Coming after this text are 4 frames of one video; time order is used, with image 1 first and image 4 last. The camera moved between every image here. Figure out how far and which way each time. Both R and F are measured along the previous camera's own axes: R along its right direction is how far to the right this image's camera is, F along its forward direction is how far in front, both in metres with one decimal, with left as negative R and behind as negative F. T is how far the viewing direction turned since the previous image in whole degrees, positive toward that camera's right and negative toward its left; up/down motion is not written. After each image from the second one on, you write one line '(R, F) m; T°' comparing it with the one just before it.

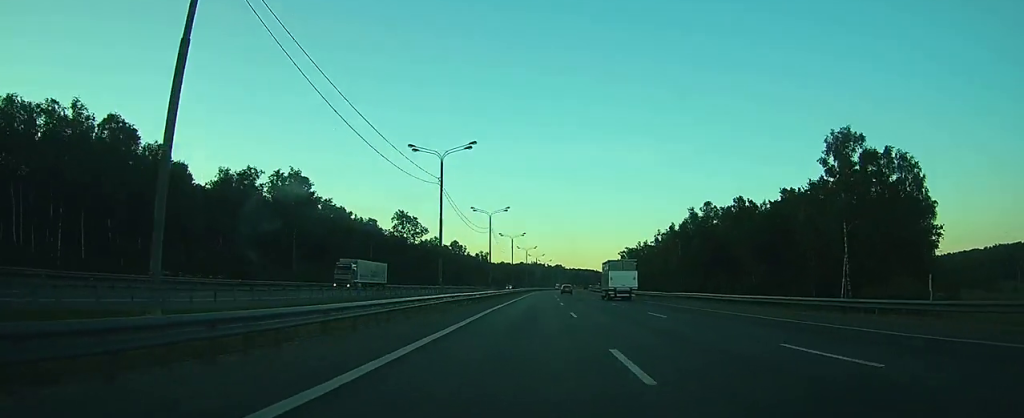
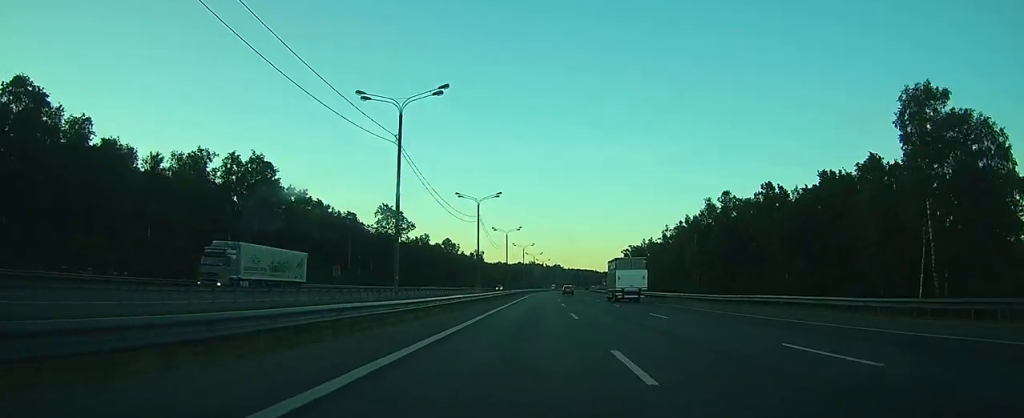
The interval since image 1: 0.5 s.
(0.0, +15.6) m; 0°
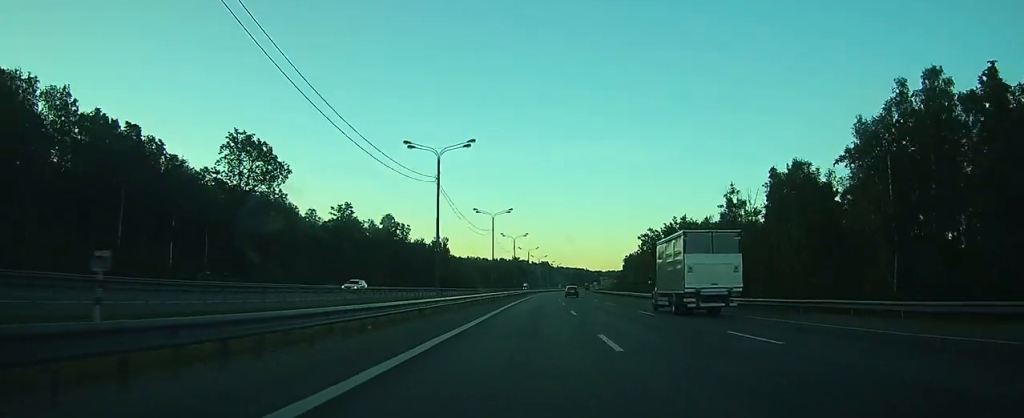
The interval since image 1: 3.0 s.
(+0.8, +74.1) m; +2°
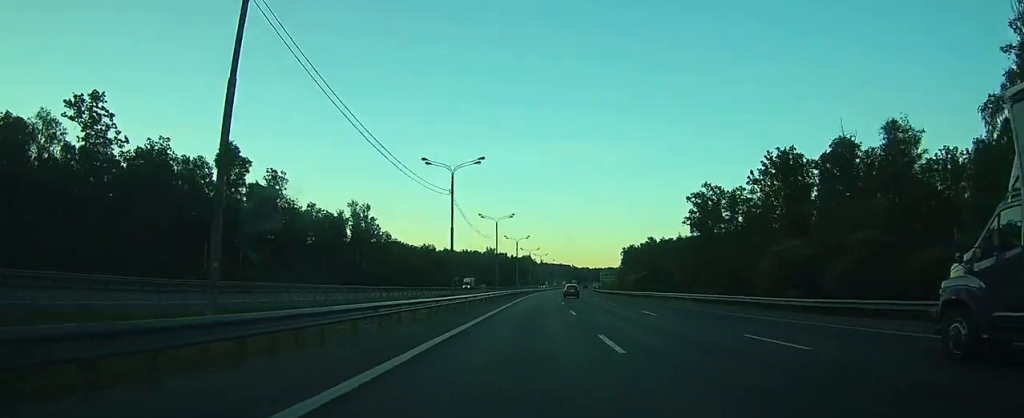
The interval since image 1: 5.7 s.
(+0.9, +79.2) m; +2°
